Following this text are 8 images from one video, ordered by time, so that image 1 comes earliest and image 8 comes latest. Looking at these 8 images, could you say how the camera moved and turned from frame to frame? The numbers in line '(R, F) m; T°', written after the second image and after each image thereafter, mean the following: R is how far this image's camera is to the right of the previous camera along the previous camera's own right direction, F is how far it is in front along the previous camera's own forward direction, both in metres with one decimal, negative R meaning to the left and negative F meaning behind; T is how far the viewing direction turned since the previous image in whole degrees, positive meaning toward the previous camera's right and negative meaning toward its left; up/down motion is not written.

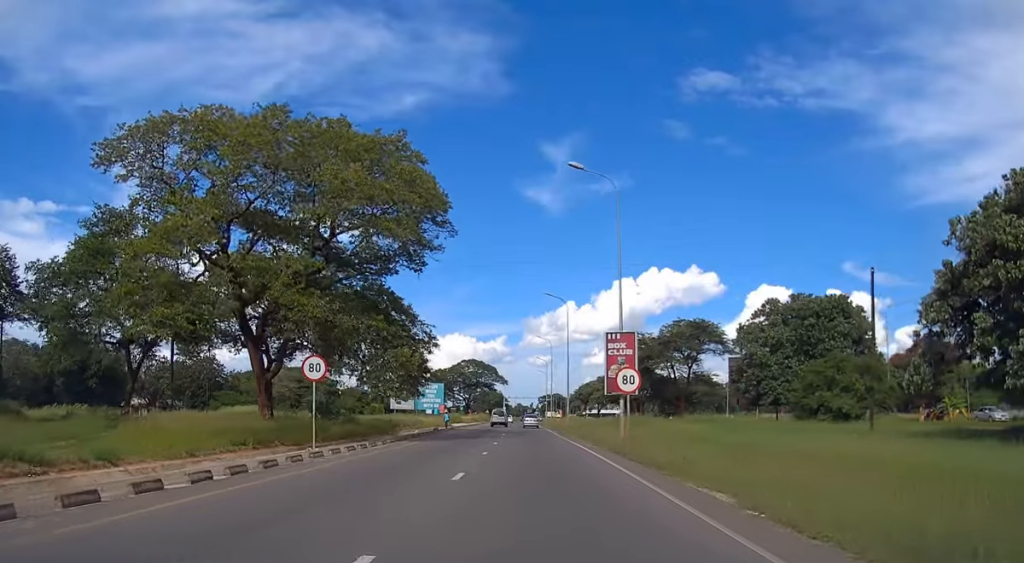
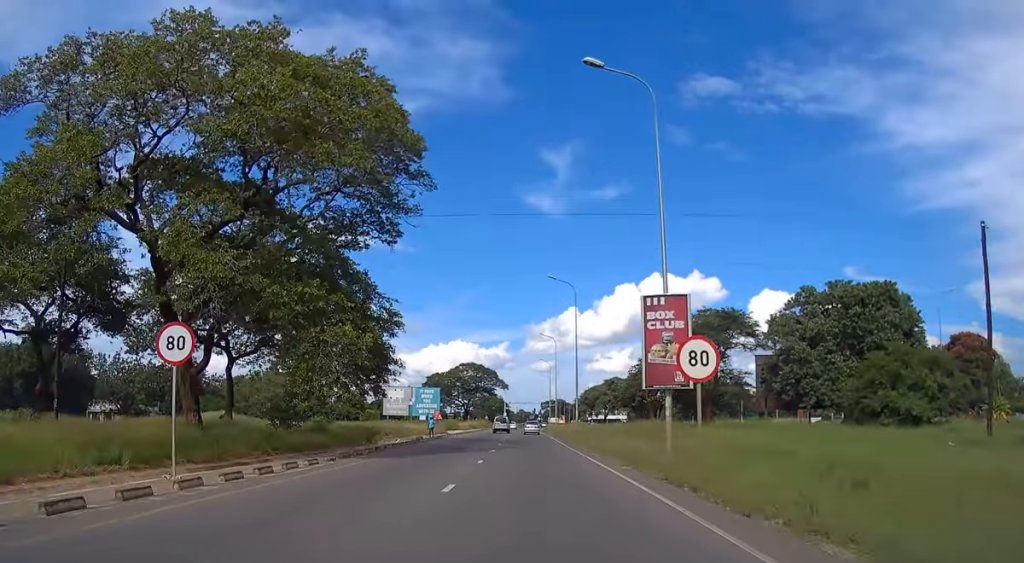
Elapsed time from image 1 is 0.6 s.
(0.0, +9.9) m; 0°
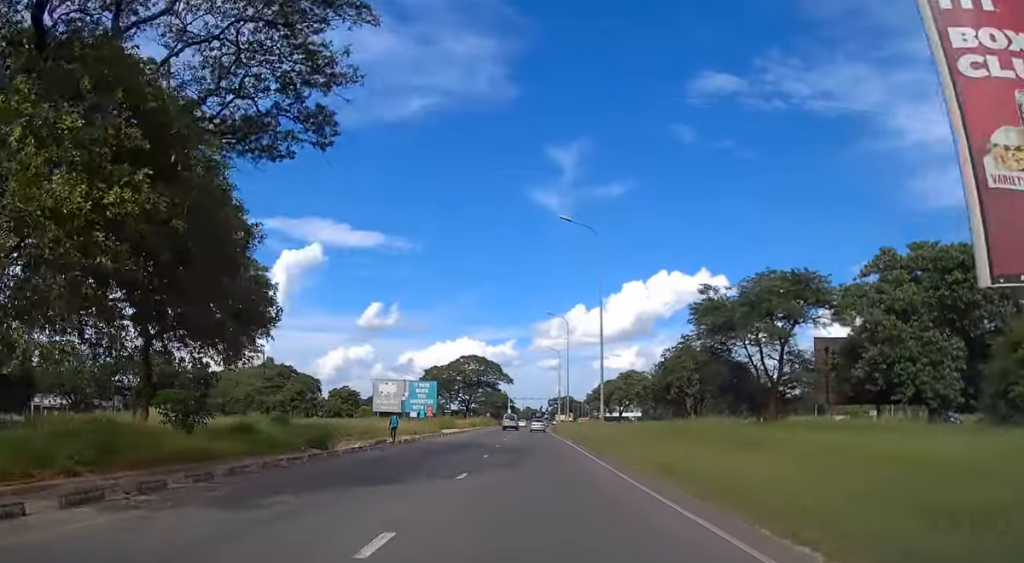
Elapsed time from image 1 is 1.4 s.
(+0.1, +15.3) m; 0°
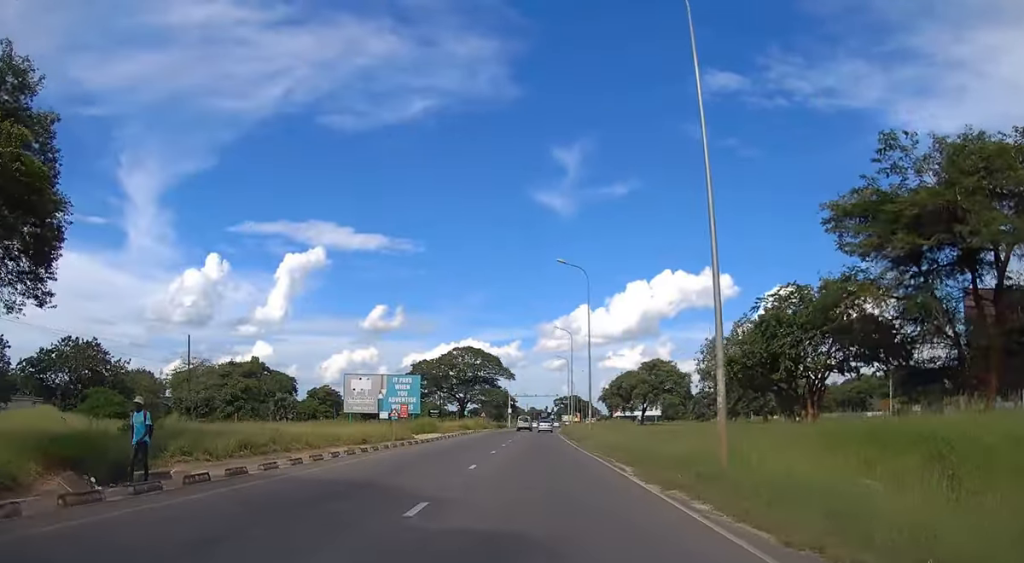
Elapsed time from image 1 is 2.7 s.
(-0.1, +24.0) m; 0°
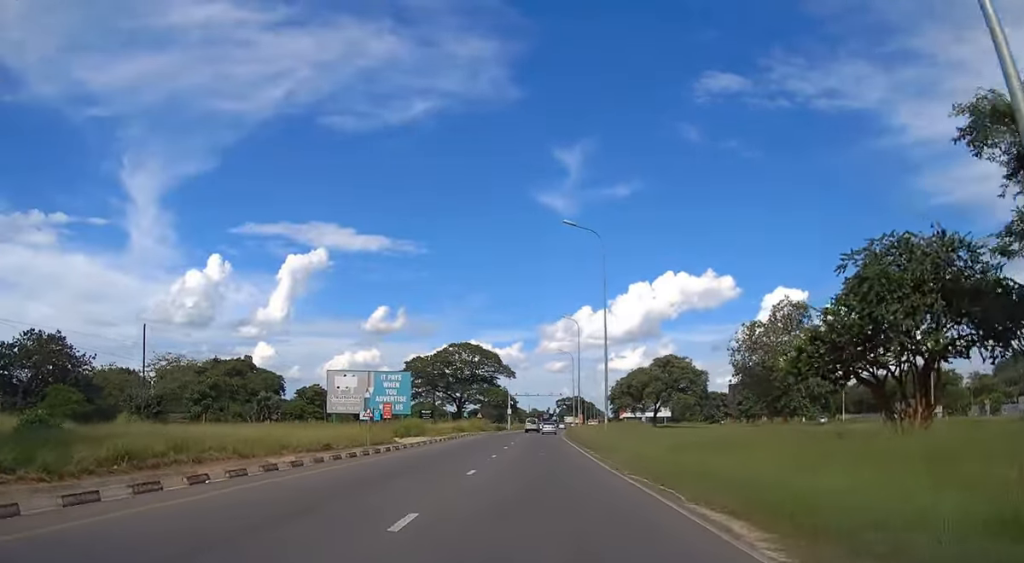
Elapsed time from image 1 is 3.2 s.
(0.0, +10.1) m; 0°
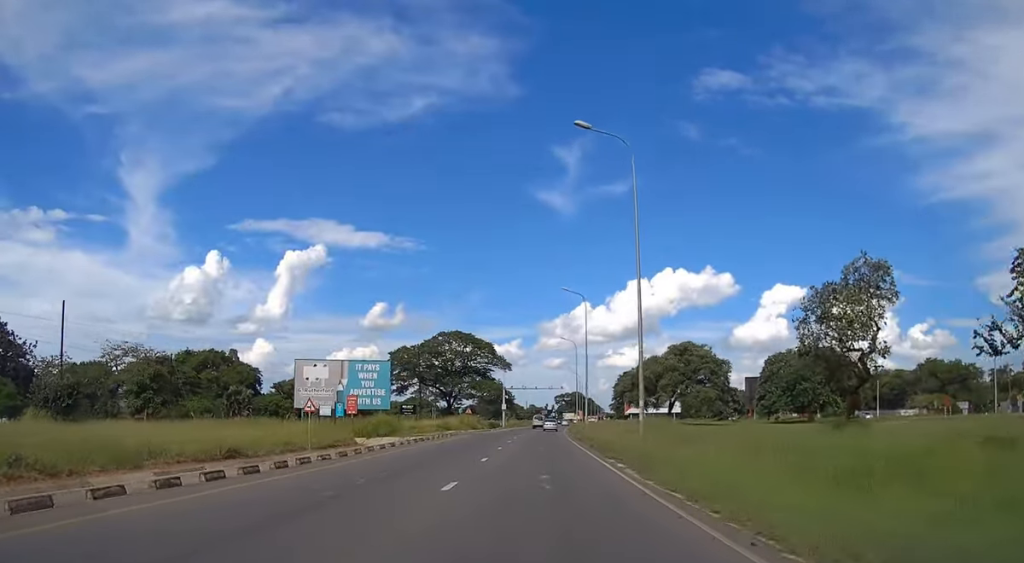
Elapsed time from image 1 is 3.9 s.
(0.0, +13.2) m; 0°
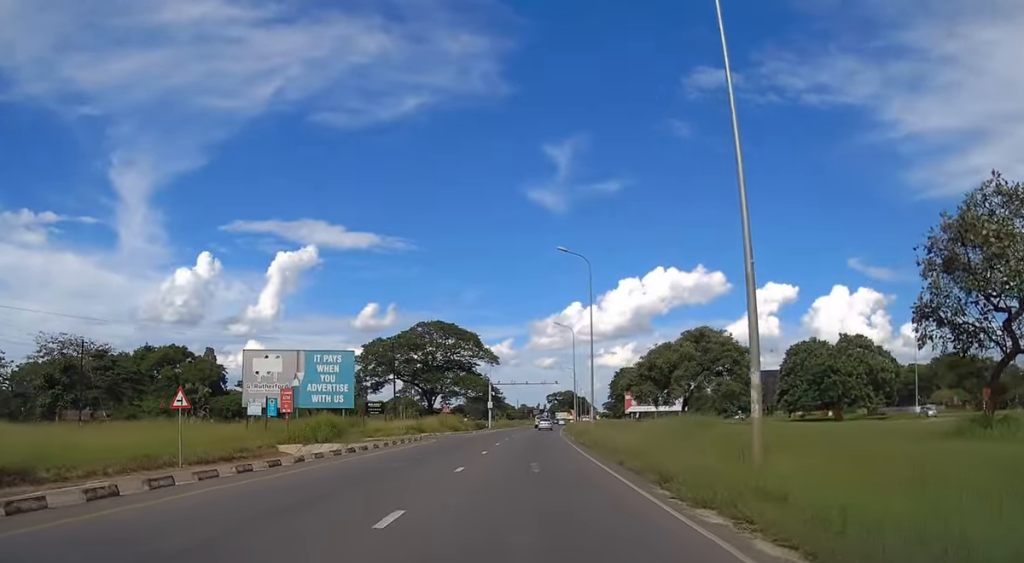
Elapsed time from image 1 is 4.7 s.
(0.0, +13.8) m; 0°
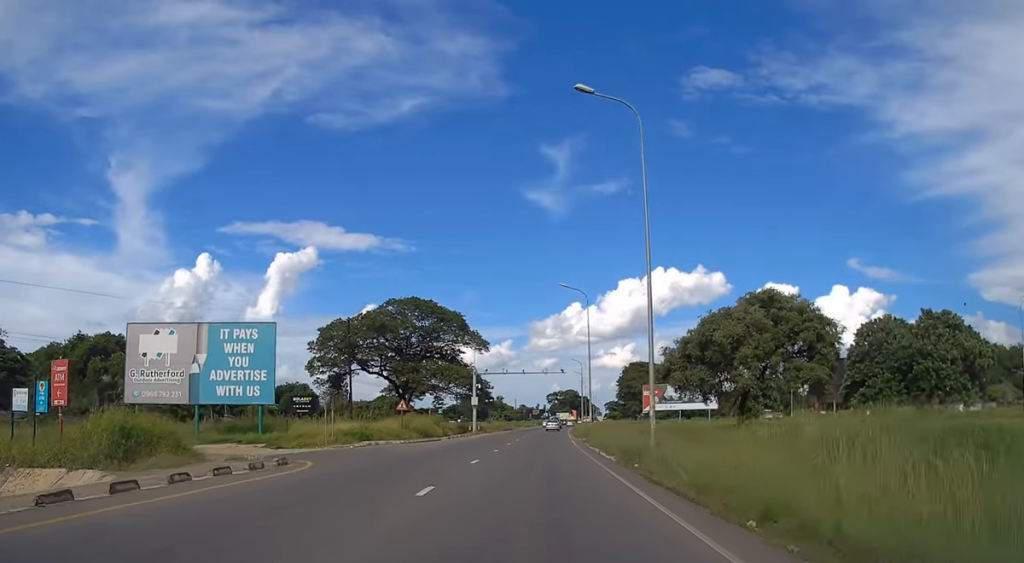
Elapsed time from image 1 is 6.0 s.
(0.0, +23.2) m; 0°
